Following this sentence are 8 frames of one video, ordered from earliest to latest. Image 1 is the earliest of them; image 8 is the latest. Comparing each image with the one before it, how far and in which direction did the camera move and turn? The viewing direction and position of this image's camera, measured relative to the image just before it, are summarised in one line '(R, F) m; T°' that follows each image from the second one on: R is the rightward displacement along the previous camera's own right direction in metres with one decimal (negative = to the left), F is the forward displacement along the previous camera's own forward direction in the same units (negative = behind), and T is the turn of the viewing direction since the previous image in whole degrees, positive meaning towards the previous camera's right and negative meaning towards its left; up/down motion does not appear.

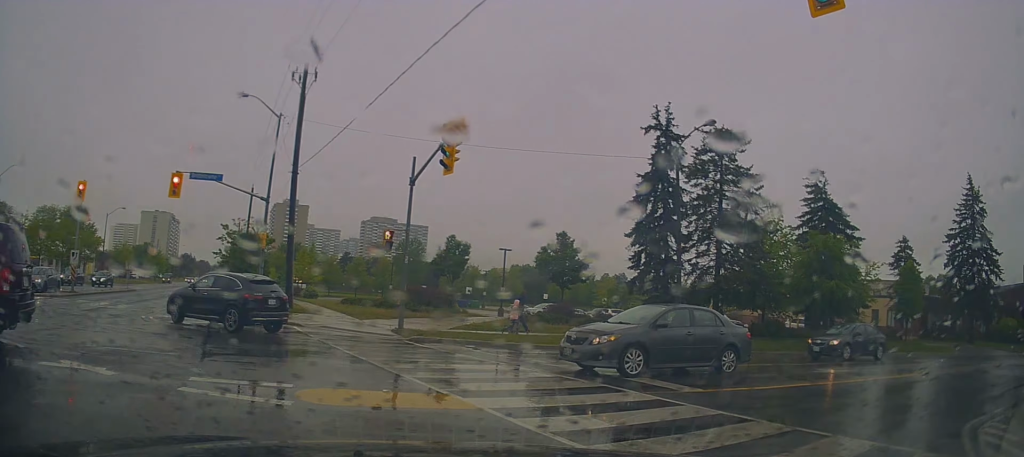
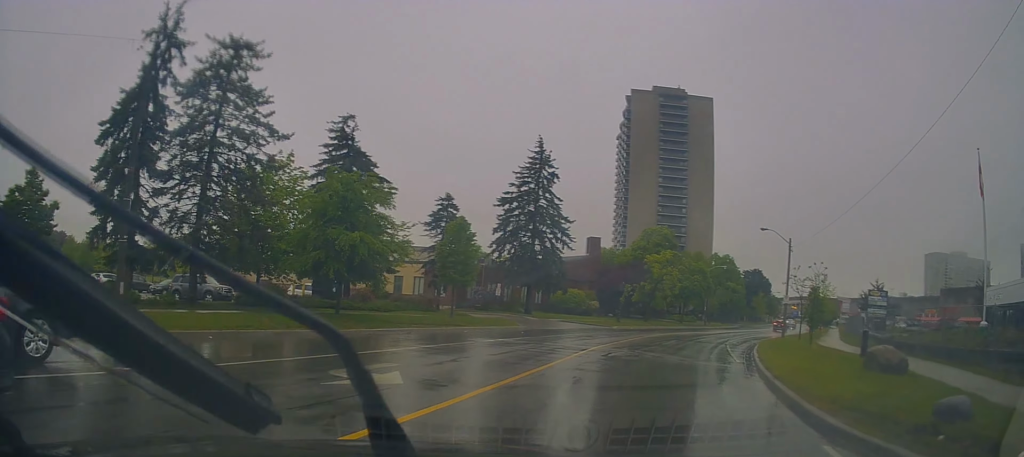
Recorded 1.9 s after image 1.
(+3.8, +6.4) m; +56°
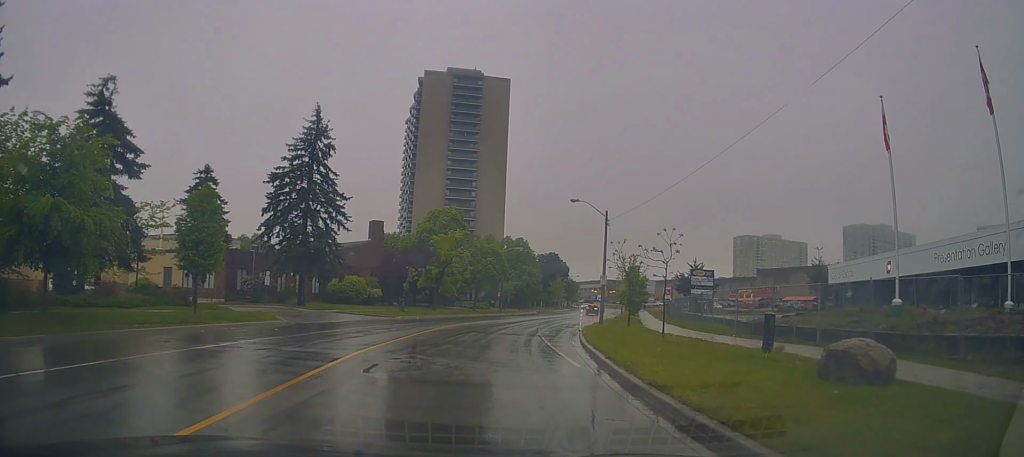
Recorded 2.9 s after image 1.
(+0.8, +6.3) m; +15°
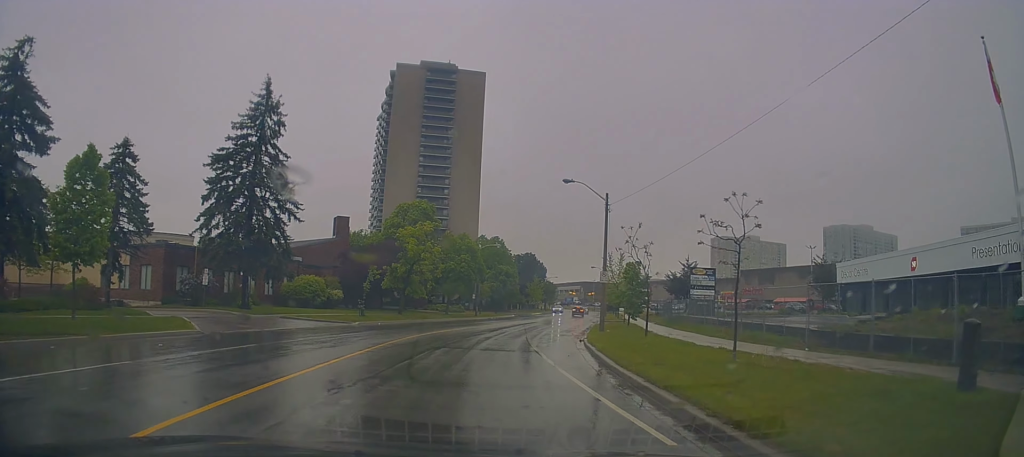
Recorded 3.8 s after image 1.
(+0.9, +6.8) m; +3°
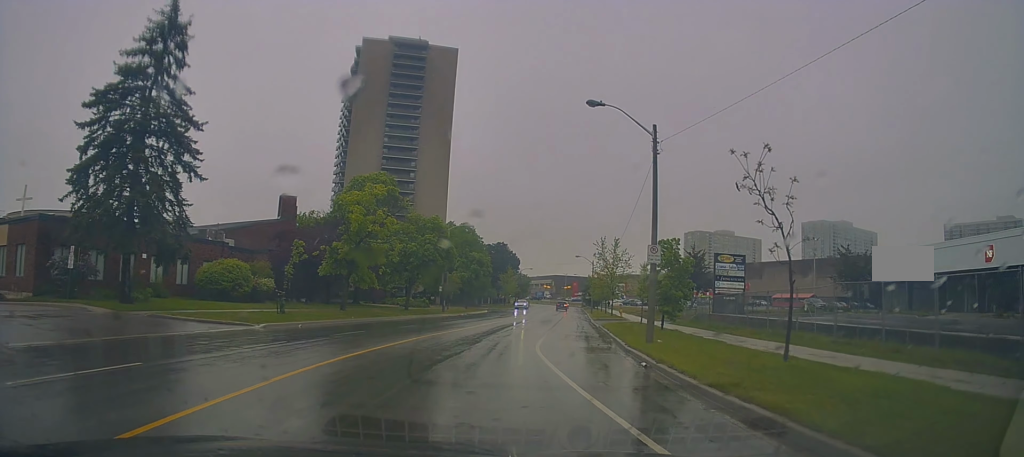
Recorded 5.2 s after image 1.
(-0.6, +11.9) m; 0°
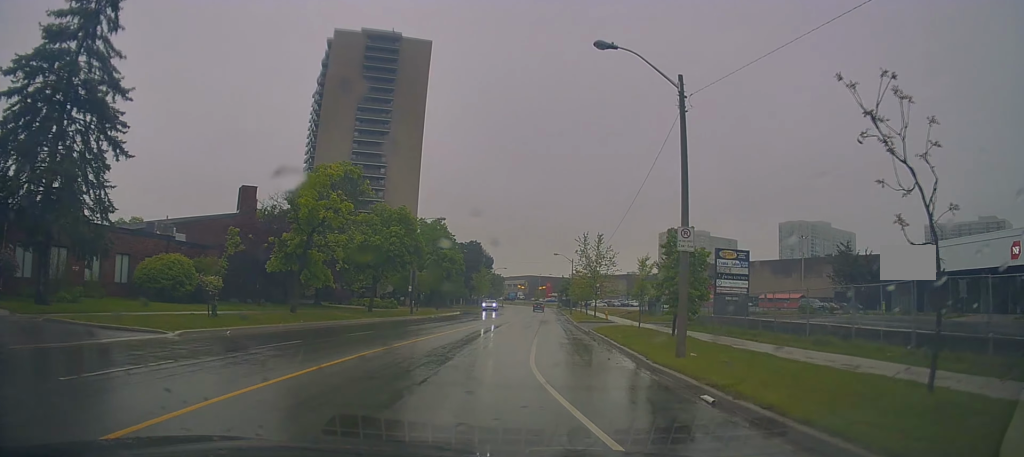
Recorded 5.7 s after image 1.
(0.0, +5.0) m; +3°
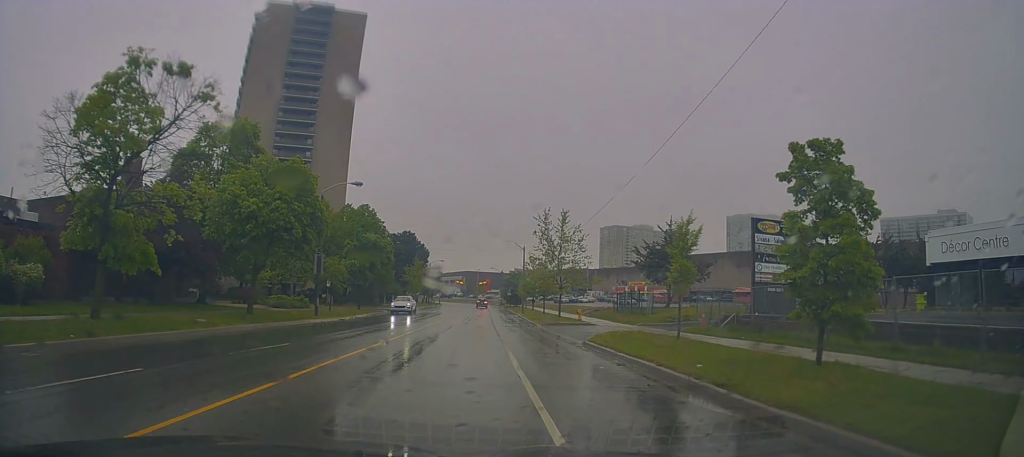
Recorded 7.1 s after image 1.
(+1.2, +13.6) m; +8°
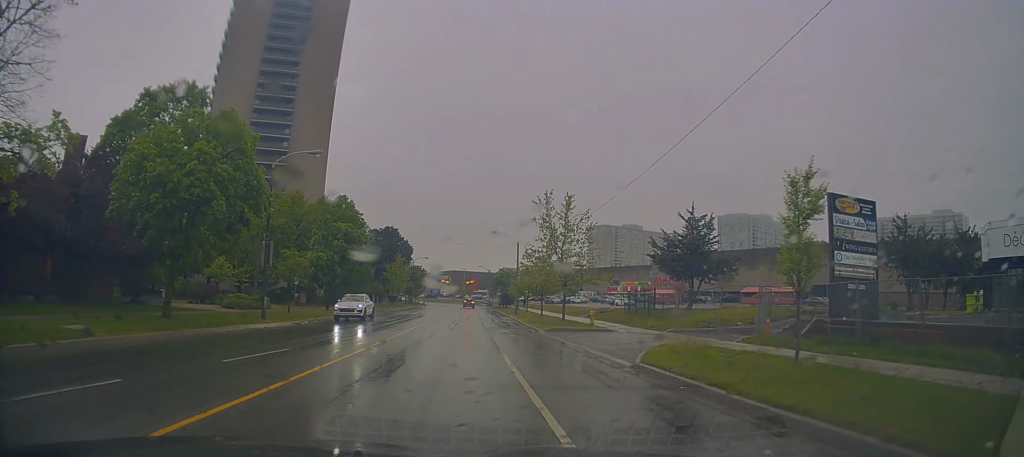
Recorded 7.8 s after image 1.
(+0.4, +7.3) m; +1°
